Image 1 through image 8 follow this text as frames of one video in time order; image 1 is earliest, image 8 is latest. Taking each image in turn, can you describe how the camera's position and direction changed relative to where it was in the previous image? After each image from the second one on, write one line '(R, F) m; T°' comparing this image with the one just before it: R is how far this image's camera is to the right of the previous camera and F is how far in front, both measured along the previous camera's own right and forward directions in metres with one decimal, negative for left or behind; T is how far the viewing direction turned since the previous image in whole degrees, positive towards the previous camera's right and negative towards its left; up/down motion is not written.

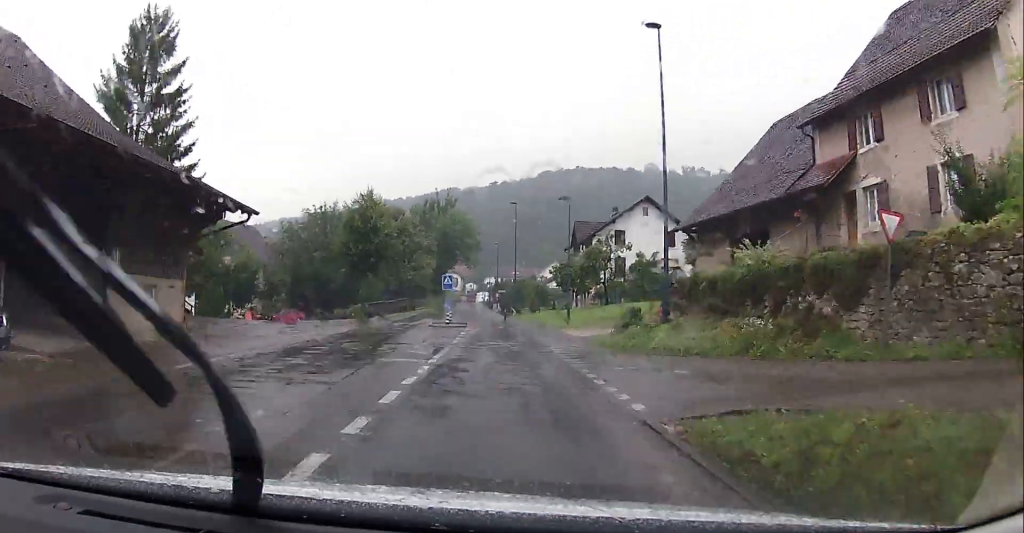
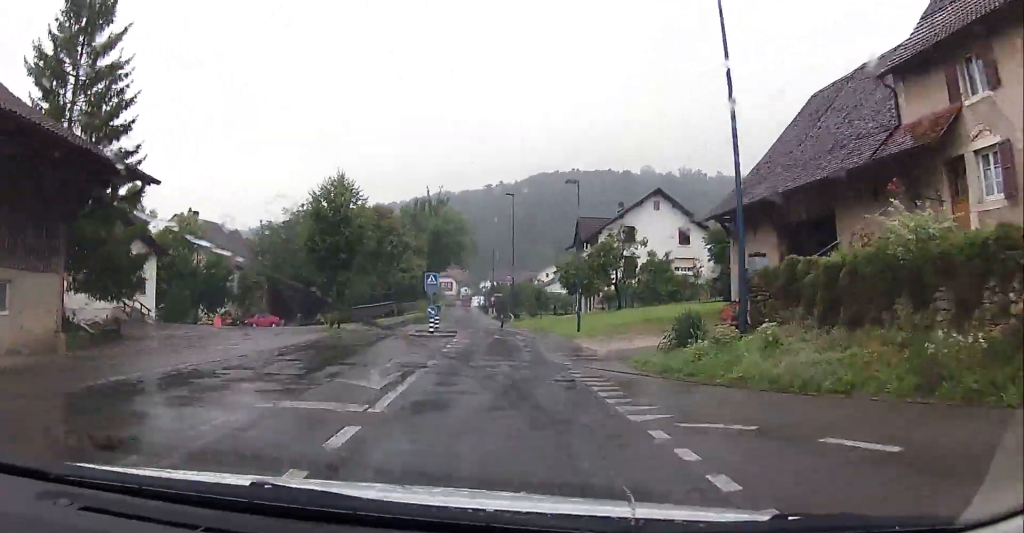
(0.0, +6.4) m; 0°
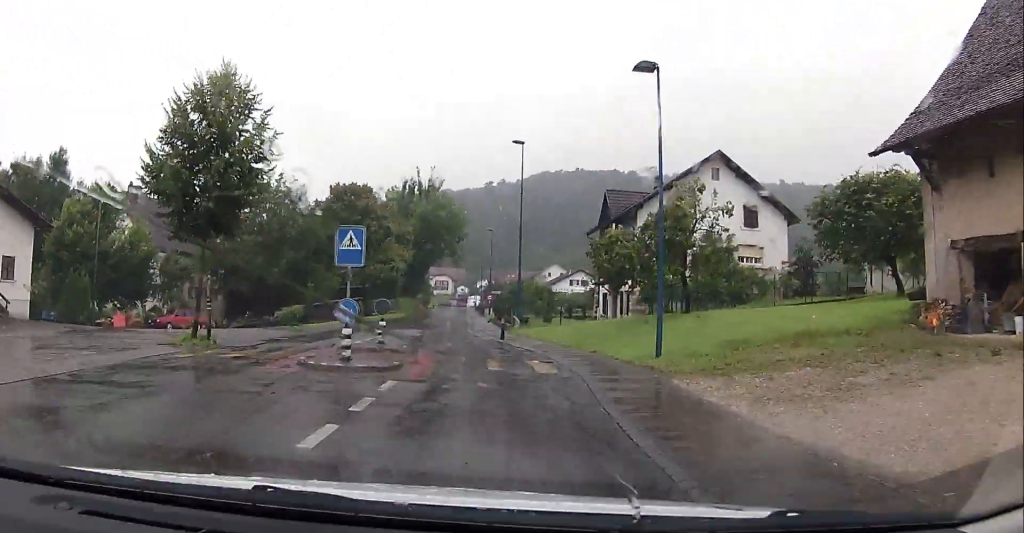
(0.0, +15.5) m; -1°
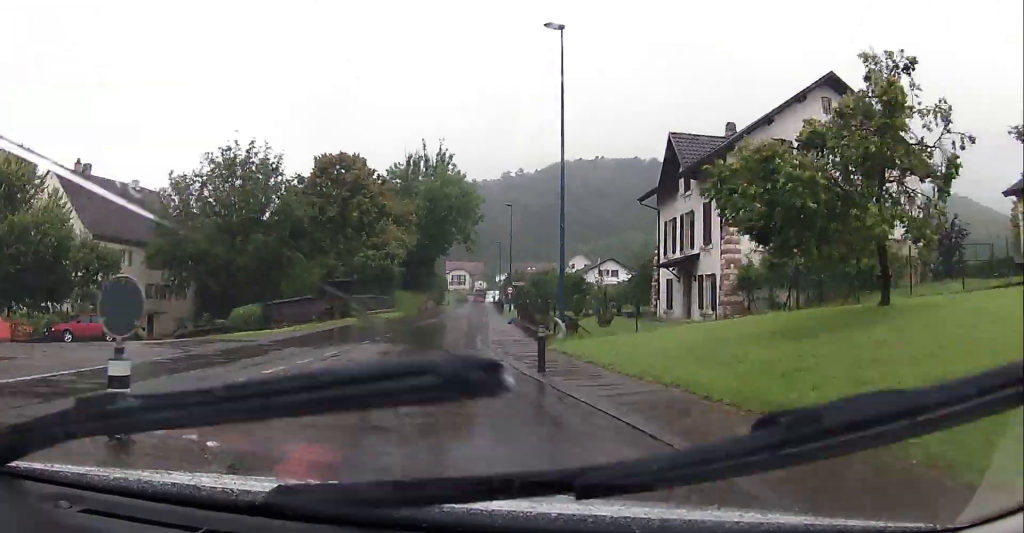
(-0.1, +13.4) m; -2°
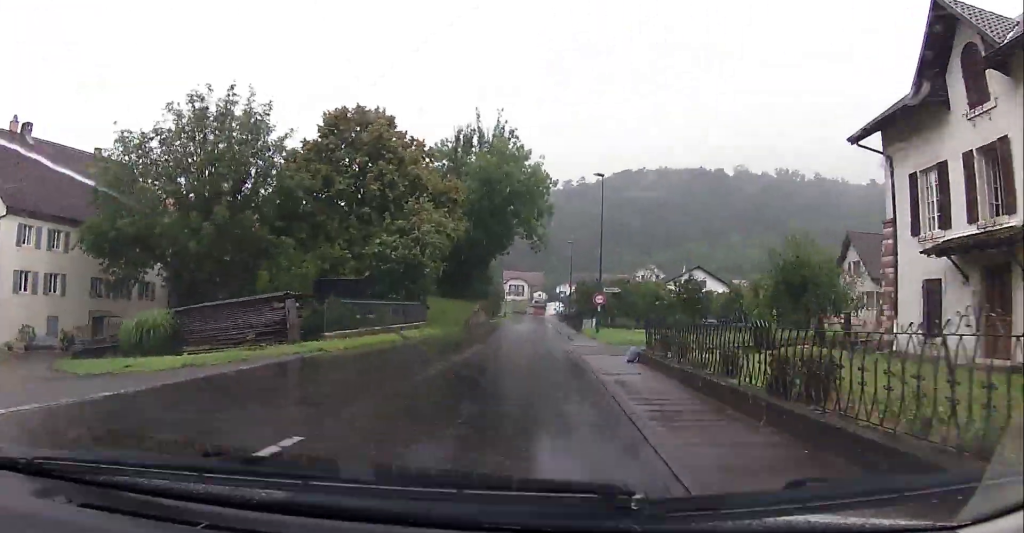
(-0.6, +17.7) m; -2°
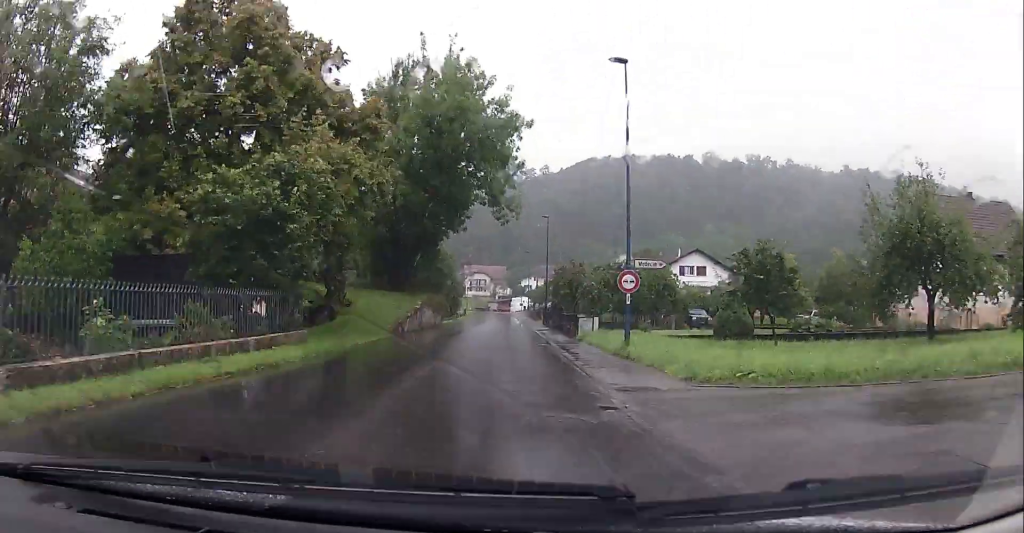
(-0.2, +16.3) m; 0°
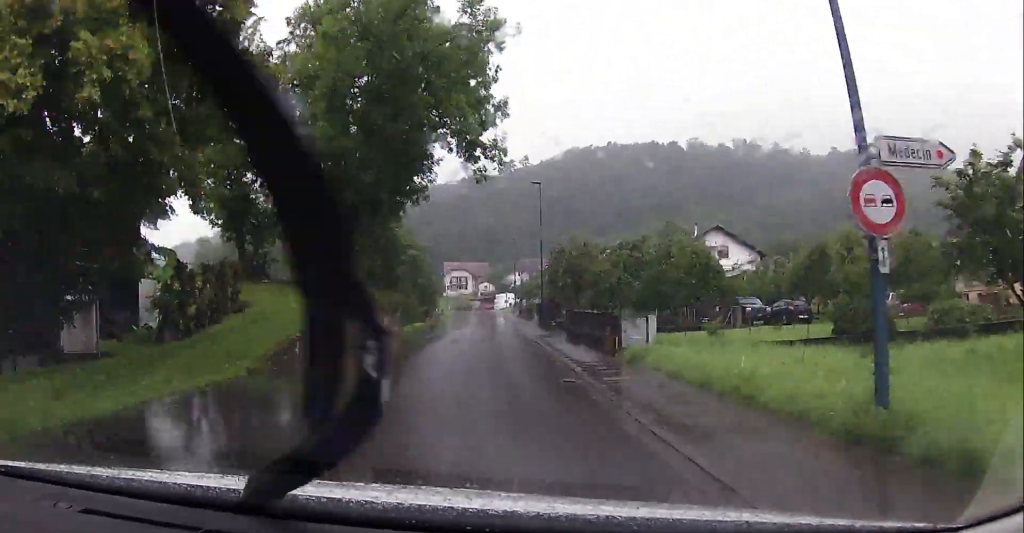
(+0.2, +13.8) m; +1°
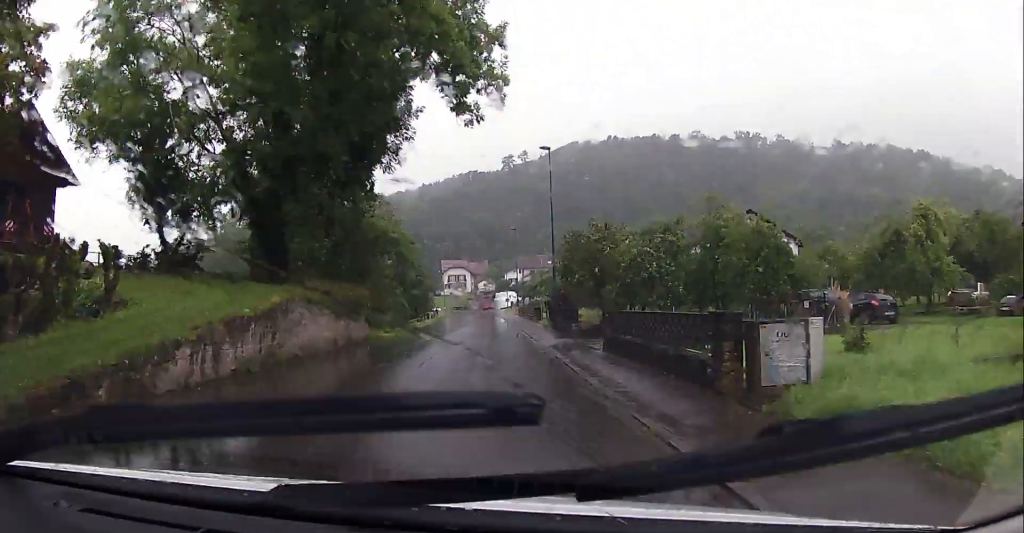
(+0.1, +9.0) m; 0°
